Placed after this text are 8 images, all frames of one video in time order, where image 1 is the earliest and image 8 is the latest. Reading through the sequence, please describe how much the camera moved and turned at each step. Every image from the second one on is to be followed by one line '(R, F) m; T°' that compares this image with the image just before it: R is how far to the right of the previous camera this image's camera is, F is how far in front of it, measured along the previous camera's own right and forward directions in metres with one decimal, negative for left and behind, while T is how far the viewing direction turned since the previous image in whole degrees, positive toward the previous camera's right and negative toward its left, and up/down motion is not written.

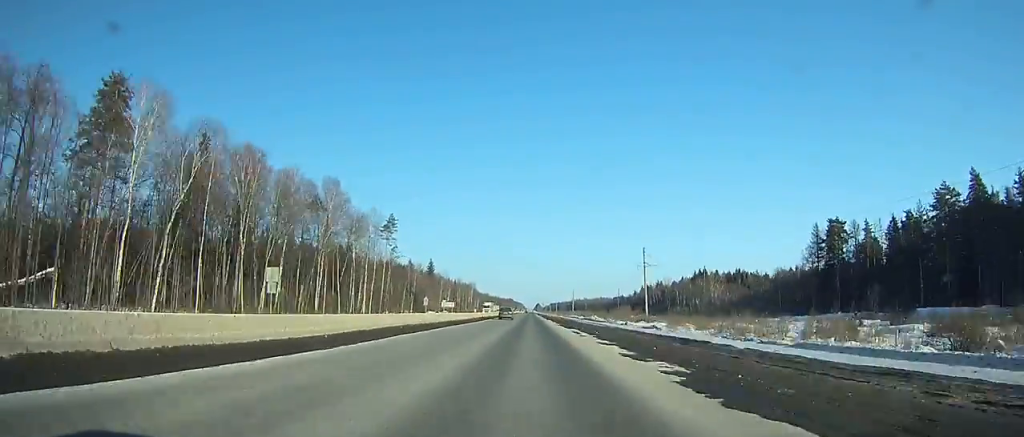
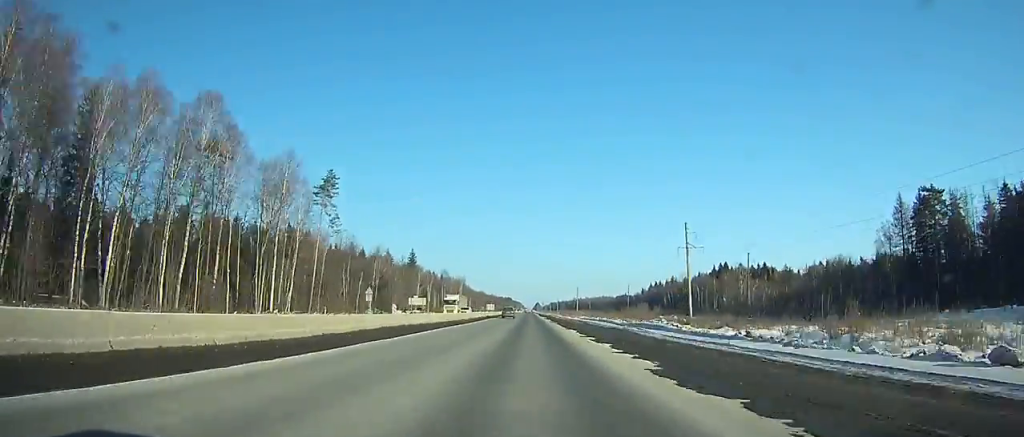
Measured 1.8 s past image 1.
(+0.1, +47.5) m; 0°
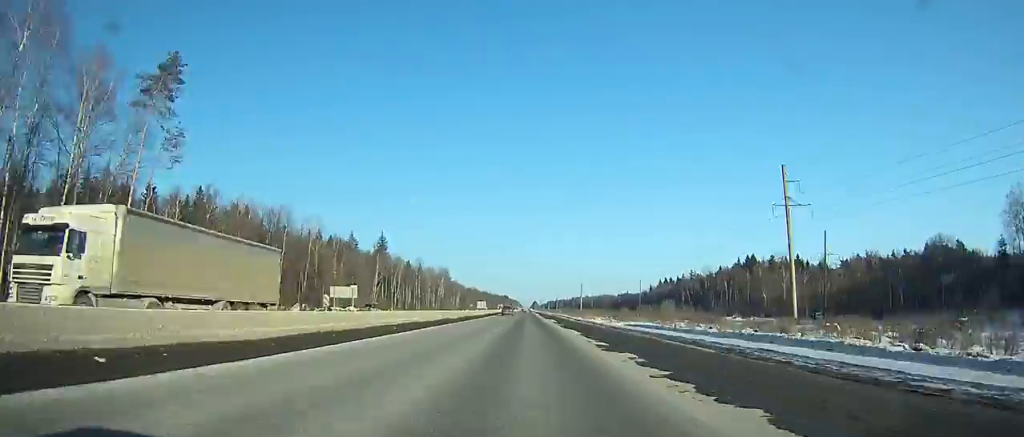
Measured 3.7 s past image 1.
(+0.1, +50.4) m; 0°
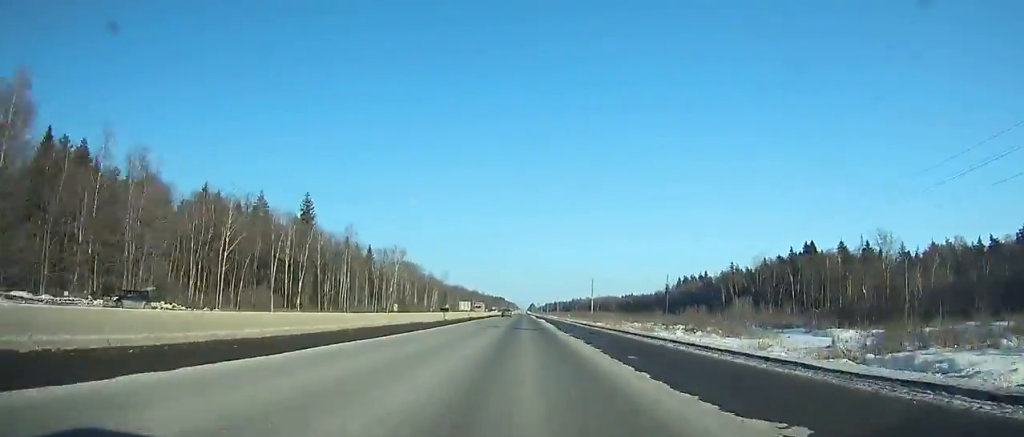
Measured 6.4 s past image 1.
(0.0, +72.4) m; 0°
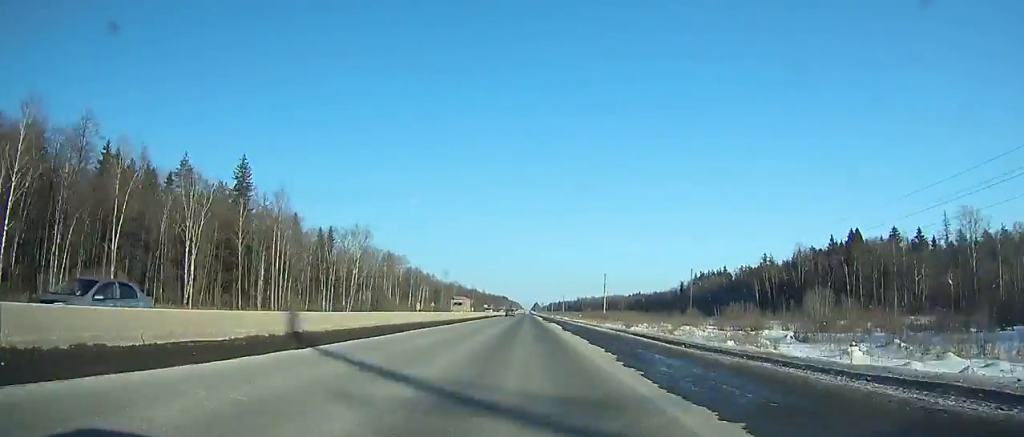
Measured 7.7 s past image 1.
(0.0, +34.9) m; 0°
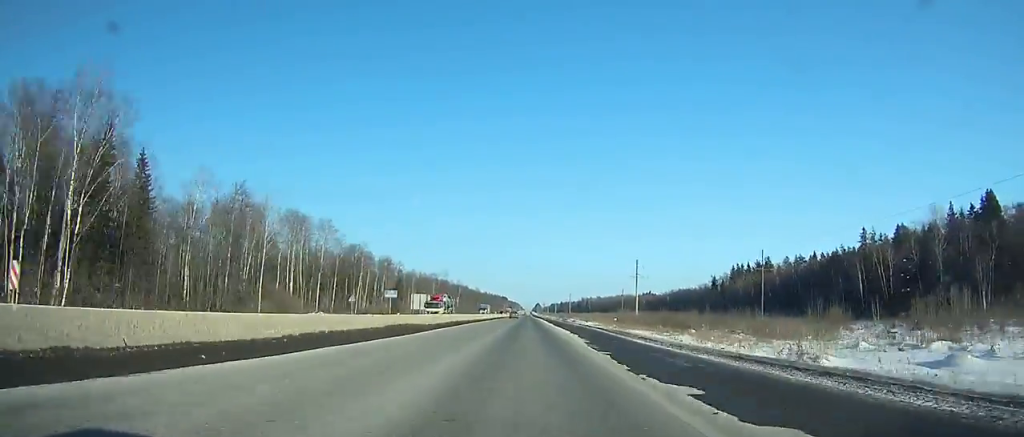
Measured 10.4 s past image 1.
(0.0, +72.6) m; 0°
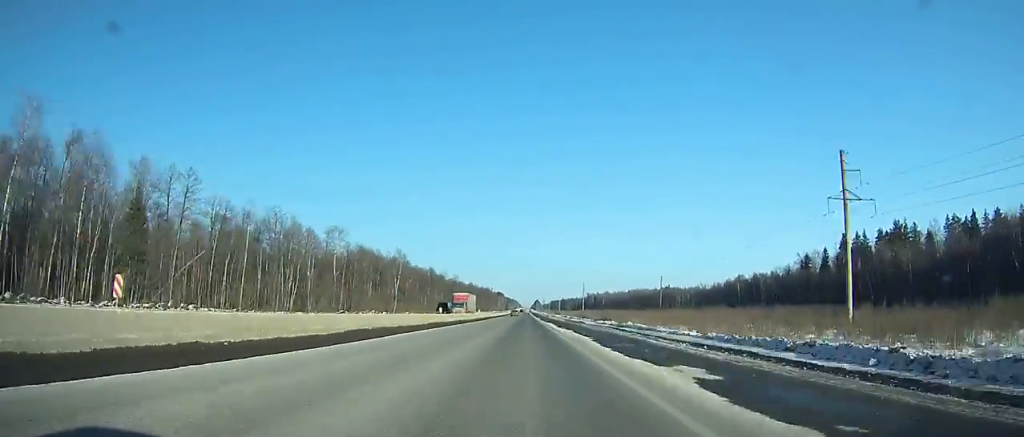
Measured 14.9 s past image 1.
(+0.1, +121.6) m; 0°
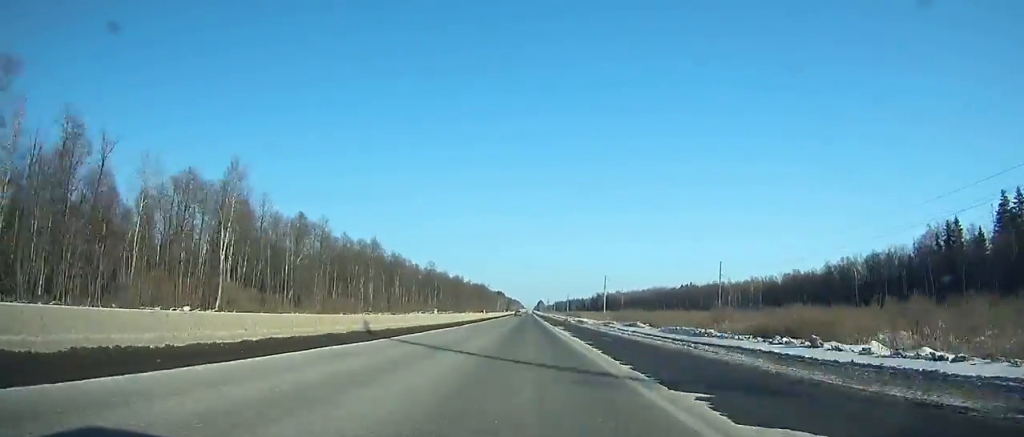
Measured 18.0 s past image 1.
(-0.1, +84.9) m; 0°
